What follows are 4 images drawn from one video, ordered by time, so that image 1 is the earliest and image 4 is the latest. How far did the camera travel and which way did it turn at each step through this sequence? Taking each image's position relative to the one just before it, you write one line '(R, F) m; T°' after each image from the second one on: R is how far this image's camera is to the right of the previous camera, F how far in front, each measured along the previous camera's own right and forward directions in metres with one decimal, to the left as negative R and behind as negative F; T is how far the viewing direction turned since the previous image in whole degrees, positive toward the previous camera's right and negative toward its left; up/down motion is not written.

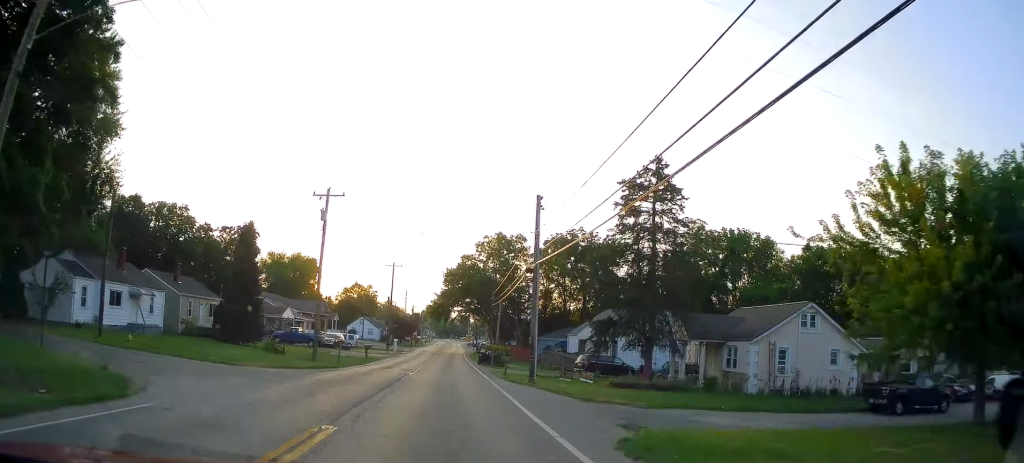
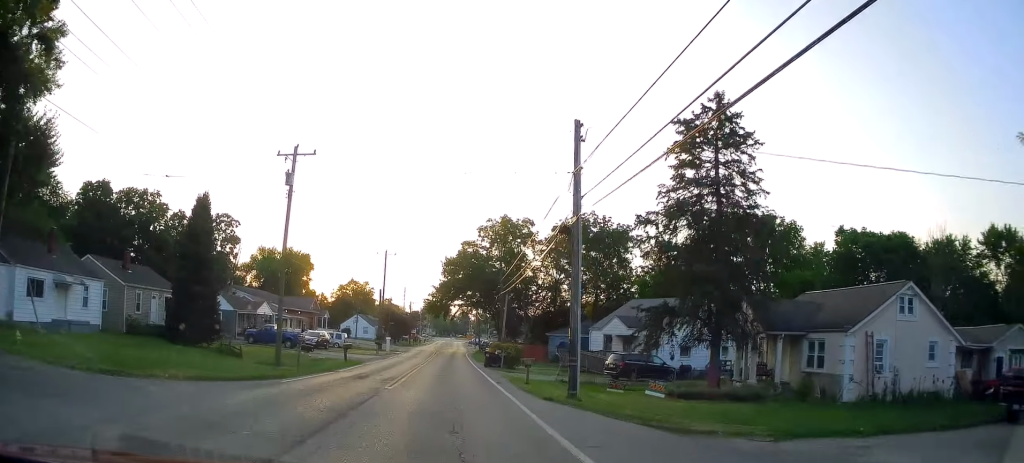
(-0.5, +8.9) m; -1°
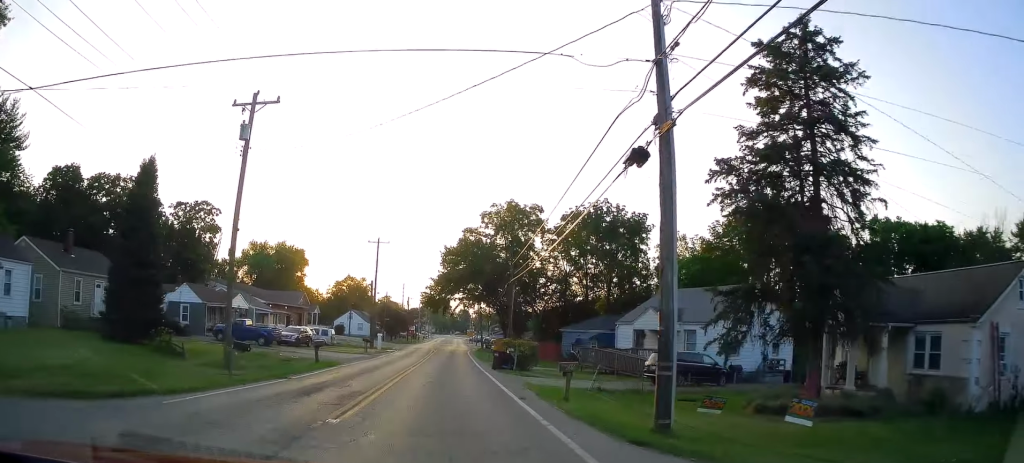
(+0.2, +7.7) m; +1°
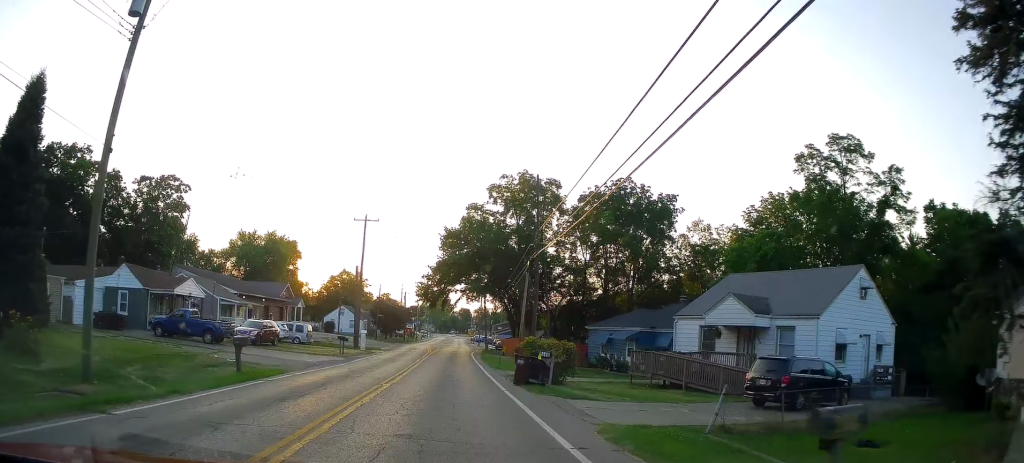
(+0.2, +10.6) m; +2°
